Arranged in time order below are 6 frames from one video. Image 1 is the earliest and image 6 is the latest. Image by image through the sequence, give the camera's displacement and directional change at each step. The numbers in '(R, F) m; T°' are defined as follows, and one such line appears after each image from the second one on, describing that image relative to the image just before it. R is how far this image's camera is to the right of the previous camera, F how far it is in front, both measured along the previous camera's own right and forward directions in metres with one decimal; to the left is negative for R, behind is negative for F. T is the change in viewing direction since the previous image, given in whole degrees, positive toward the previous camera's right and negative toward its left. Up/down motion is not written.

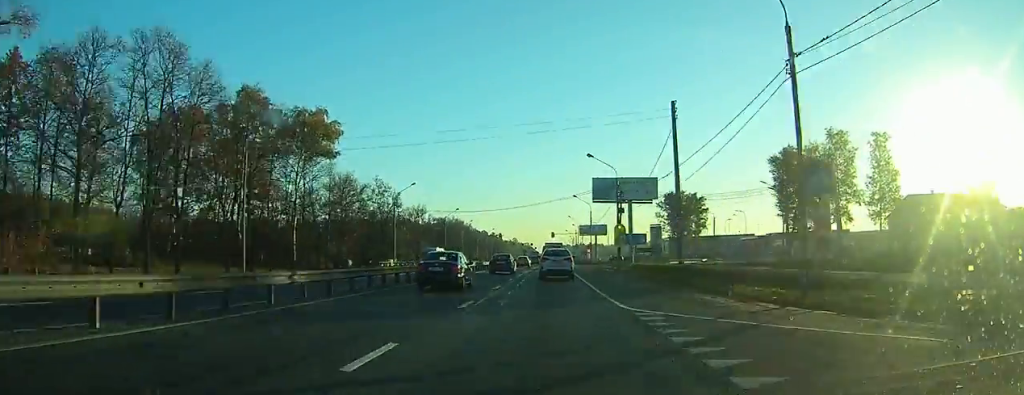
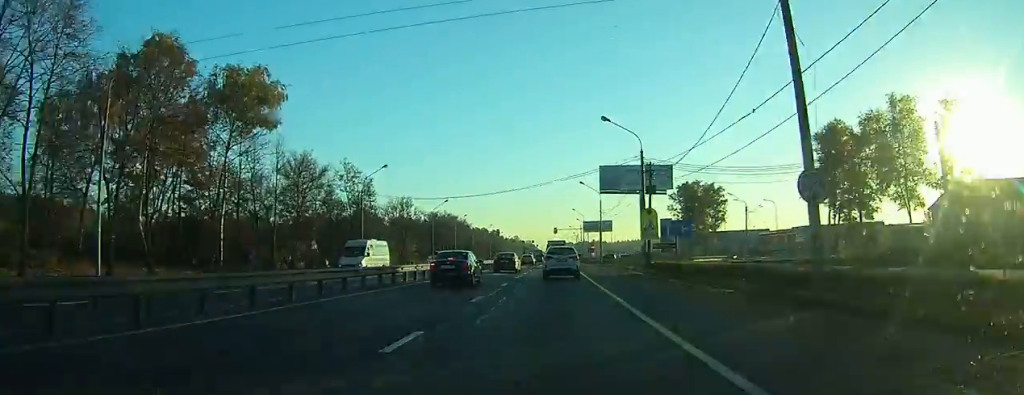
(0.0, +15.1) m; 0°
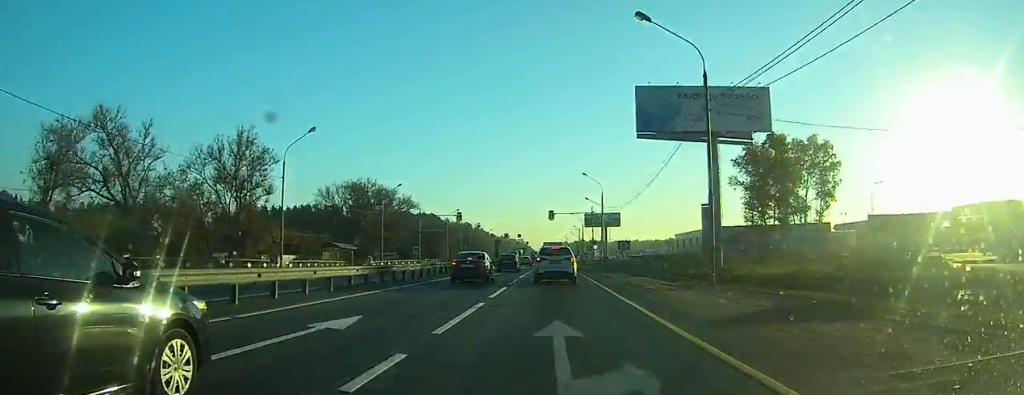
(+0.5, +56.3) m; +1°
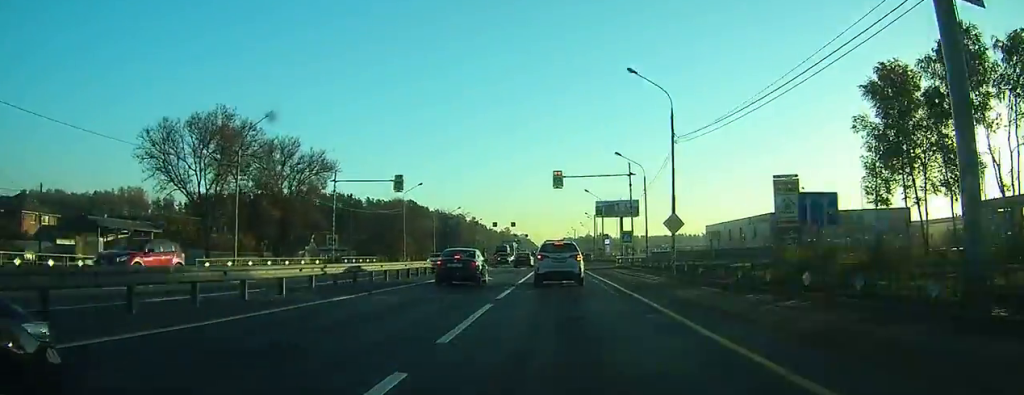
(-0.2, +39.6) m; 0°
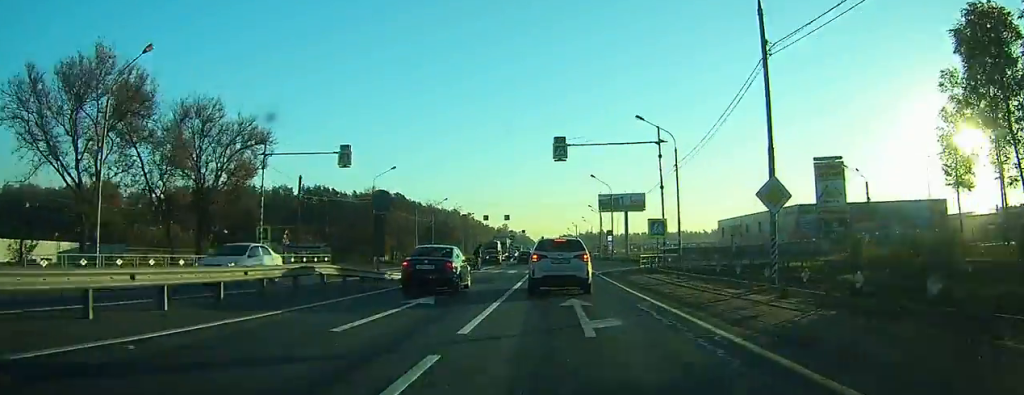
(+0.1, +13.2) m; +1°
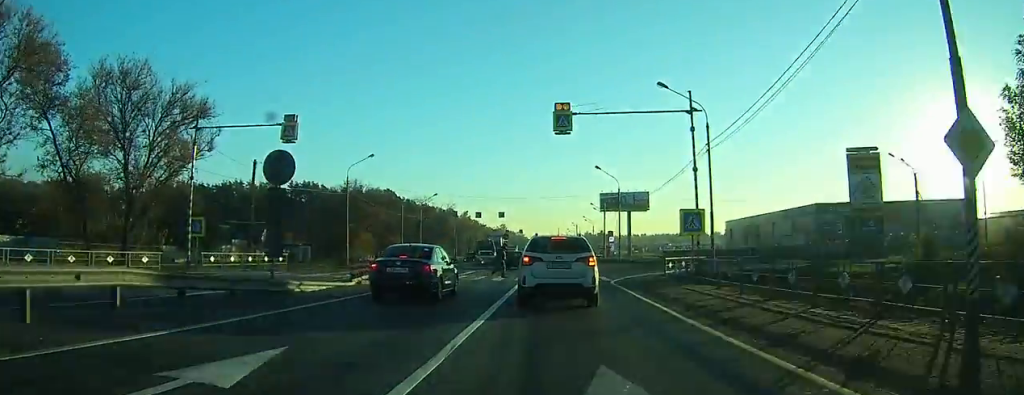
(+0.1, +9.8) m; +1°
